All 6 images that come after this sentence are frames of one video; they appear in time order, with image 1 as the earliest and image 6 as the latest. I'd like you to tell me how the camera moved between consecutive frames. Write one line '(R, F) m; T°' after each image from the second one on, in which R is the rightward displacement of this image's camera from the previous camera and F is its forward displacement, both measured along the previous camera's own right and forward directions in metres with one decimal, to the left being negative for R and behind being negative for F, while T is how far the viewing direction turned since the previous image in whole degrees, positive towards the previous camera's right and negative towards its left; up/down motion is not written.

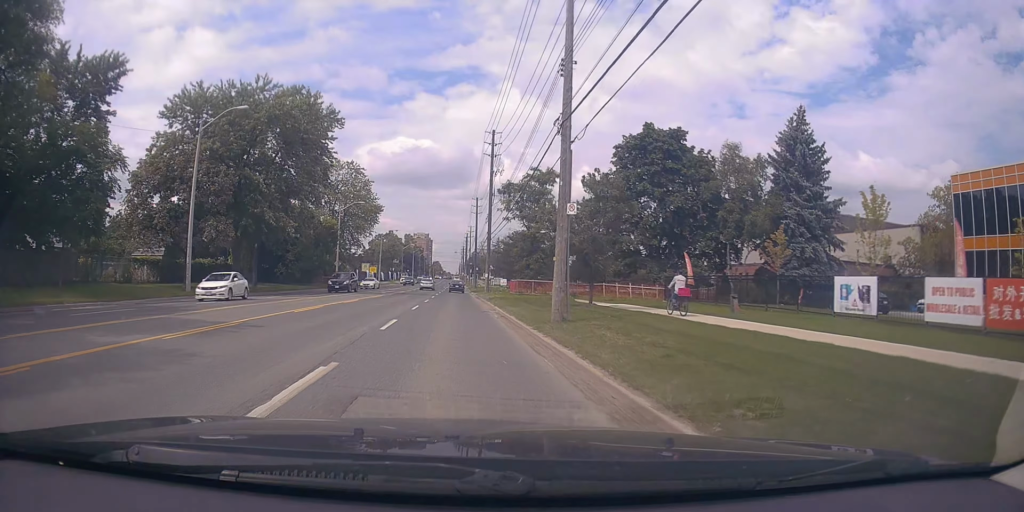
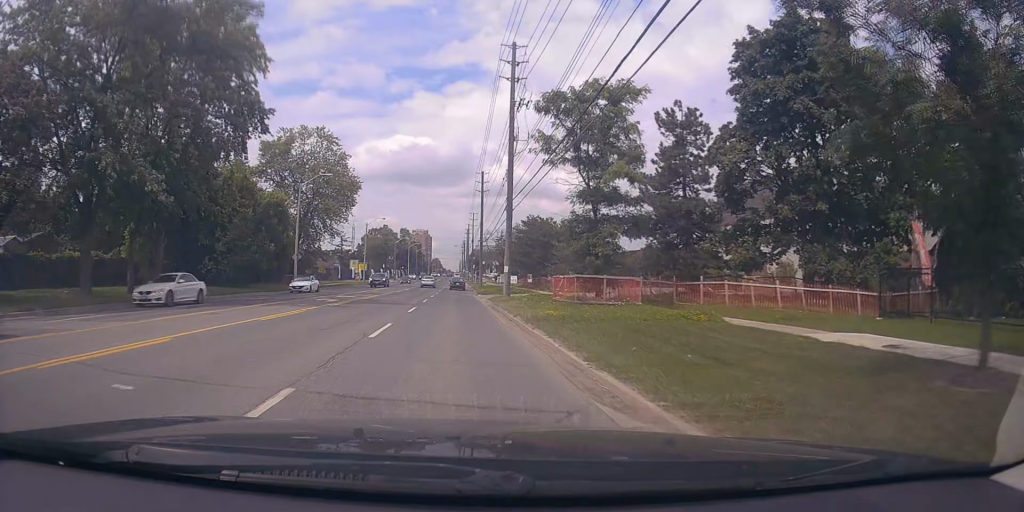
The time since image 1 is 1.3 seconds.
(+0.4, +19.7) m; +2°
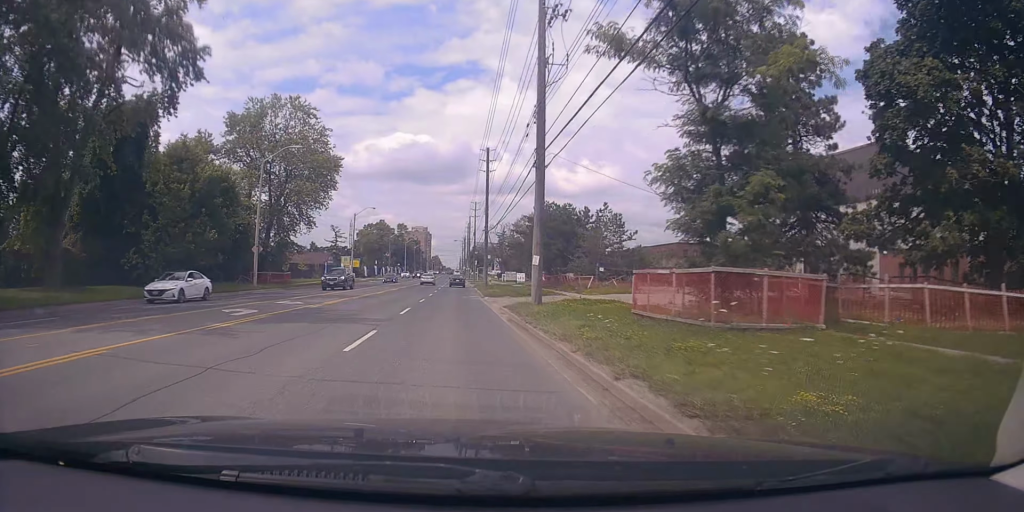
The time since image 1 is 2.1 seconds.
(+0.1, +11.5) m; 0°
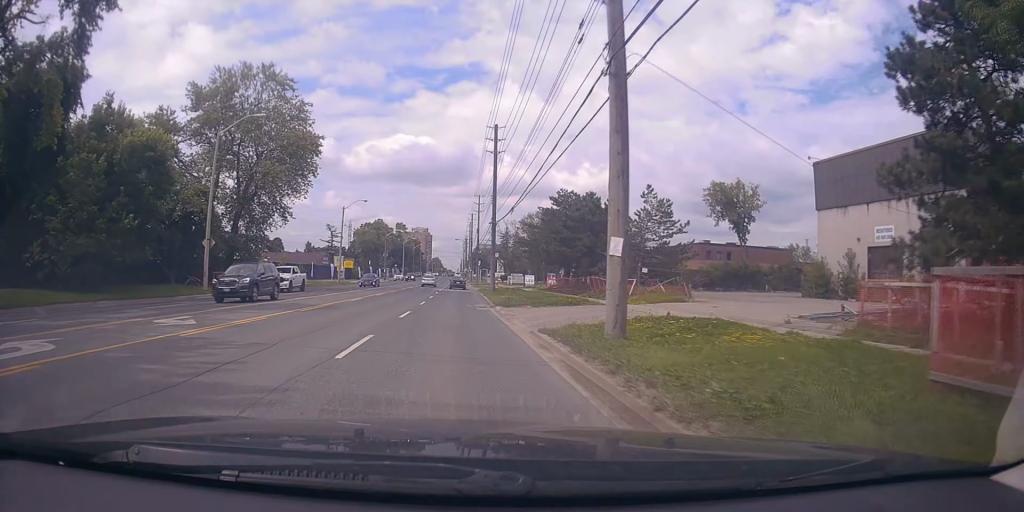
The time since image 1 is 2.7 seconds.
(0.0, +9.5) m; -1°
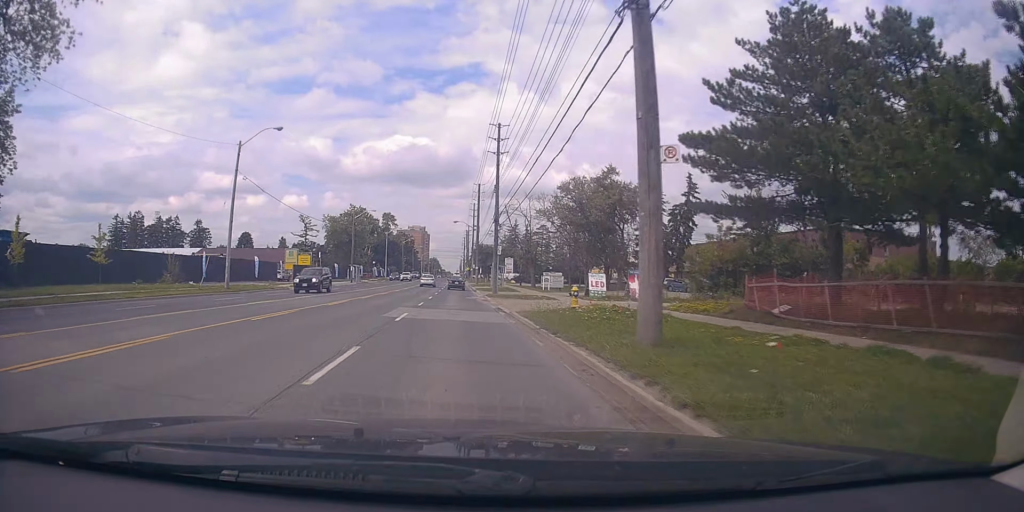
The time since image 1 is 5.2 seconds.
(-1.1, +37.7) m; -1°
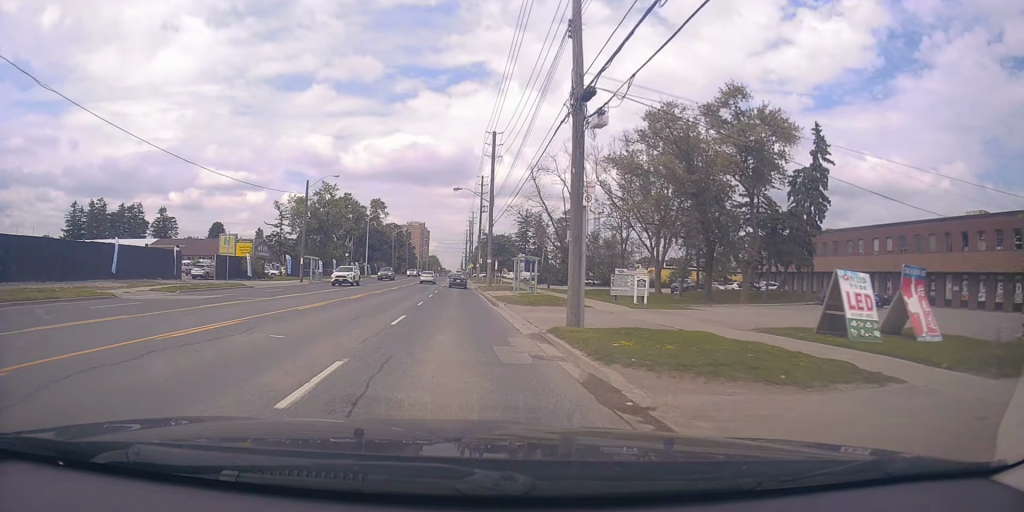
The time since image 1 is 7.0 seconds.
(0.0, +28.2) m; +1°
